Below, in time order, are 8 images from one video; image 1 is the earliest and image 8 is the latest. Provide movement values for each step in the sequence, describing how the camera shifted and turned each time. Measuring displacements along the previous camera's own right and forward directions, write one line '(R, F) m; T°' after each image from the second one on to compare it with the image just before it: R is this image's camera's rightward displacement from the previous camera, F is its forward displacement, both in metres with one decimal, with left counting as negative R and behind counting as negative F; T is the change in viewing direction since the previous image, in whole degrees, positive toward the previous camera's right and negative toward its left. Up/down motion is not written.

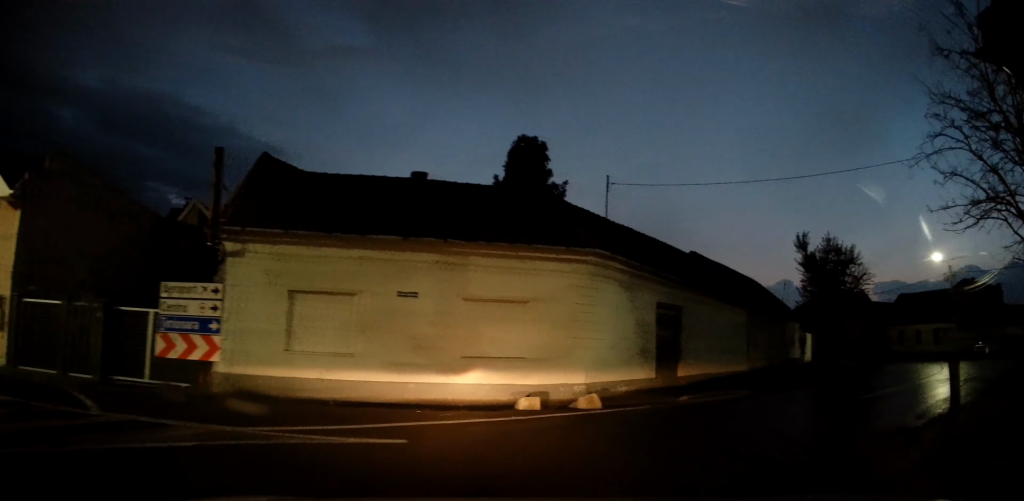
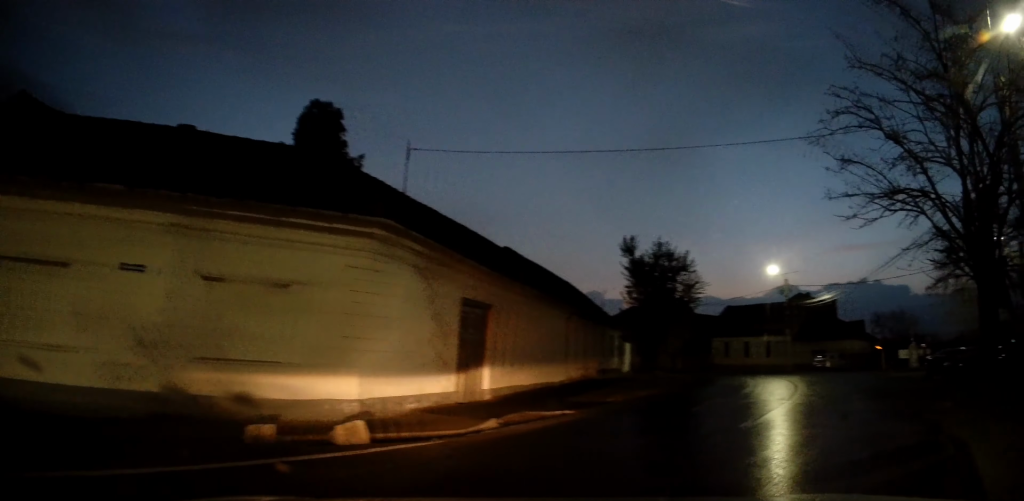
(+0.5, +4.5) m; +19°
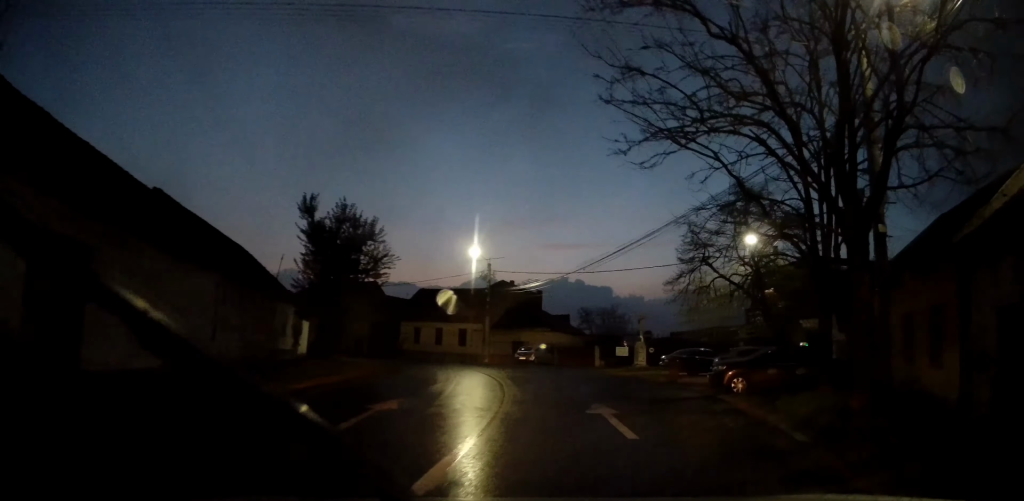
(+1.7, +5.2) m; +29°
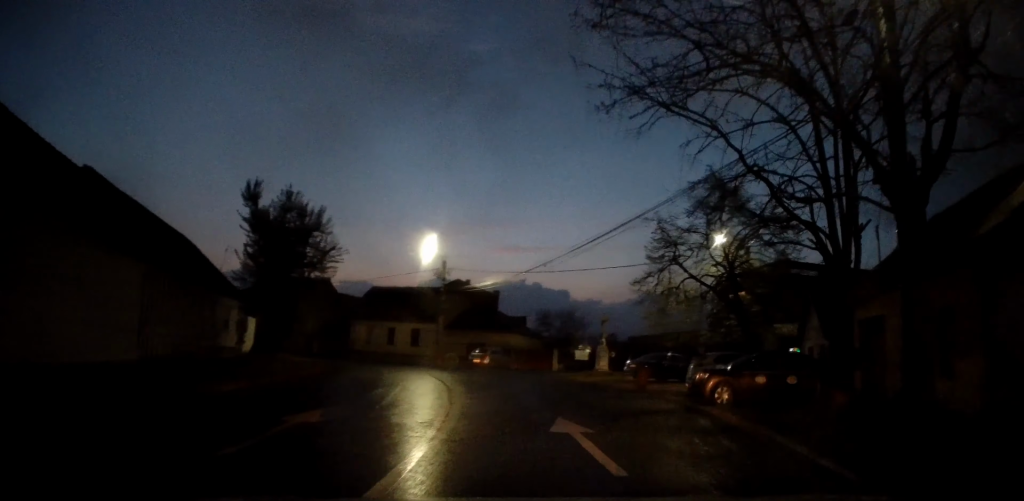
(0.0, +1.9) m; +7°
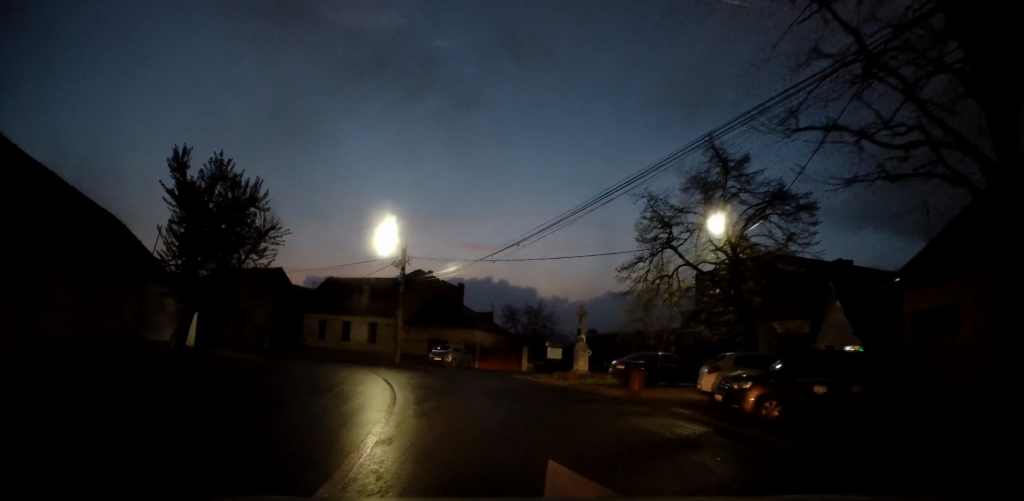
(+0.4, +3.8) m; +3°
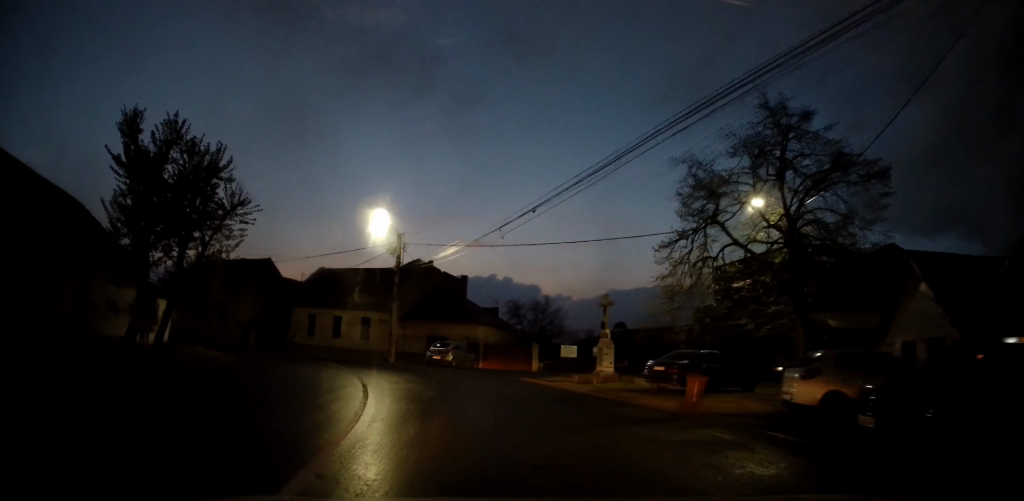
(-0.2, +4.0) m; -2°
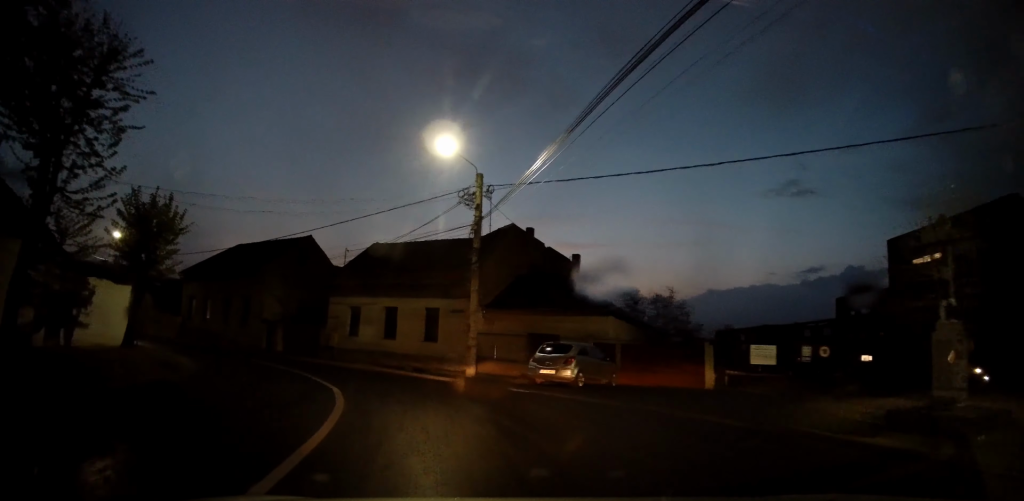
(-0.2, +12.9) m; -3°
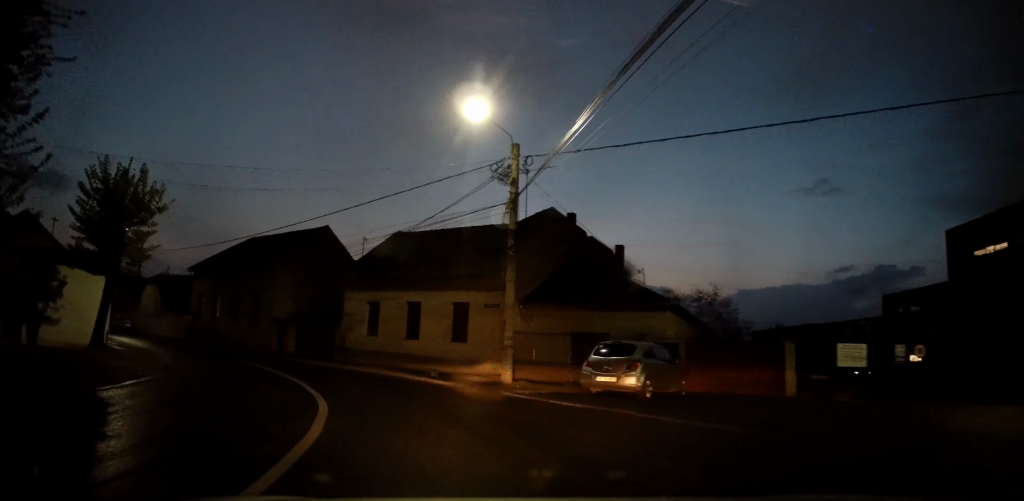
(-0.1, +3.7) m; -6°
